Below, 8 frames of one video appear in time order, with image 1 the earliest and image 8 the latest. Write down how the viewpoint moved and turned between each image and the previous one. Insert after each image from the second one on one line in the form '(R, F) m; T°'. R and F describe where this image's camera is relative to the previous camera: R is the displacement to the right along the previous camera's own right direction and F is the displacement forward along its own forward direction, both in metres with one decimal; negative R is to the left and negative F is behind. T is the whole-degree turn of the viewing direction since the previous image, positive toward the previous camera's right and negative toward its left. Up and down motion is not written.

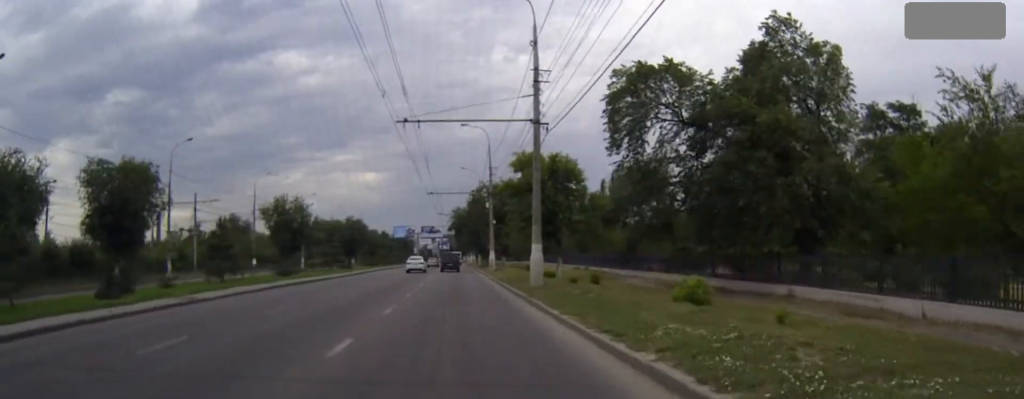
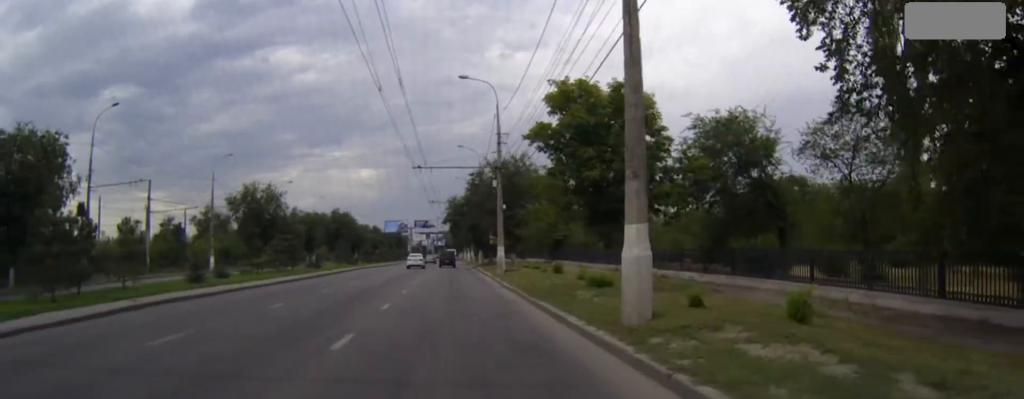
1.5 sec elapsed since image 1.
(0.0, +15.5) m; 0°
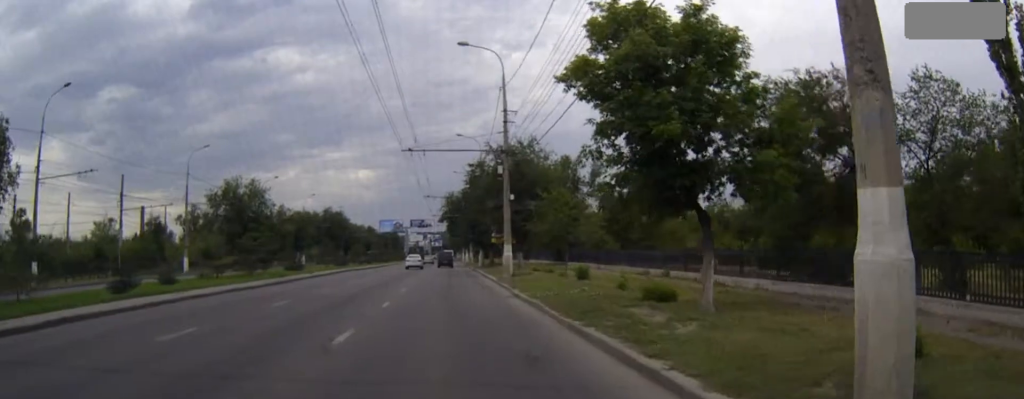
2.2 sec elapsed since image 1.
(0.0, +7.4) m; 0°
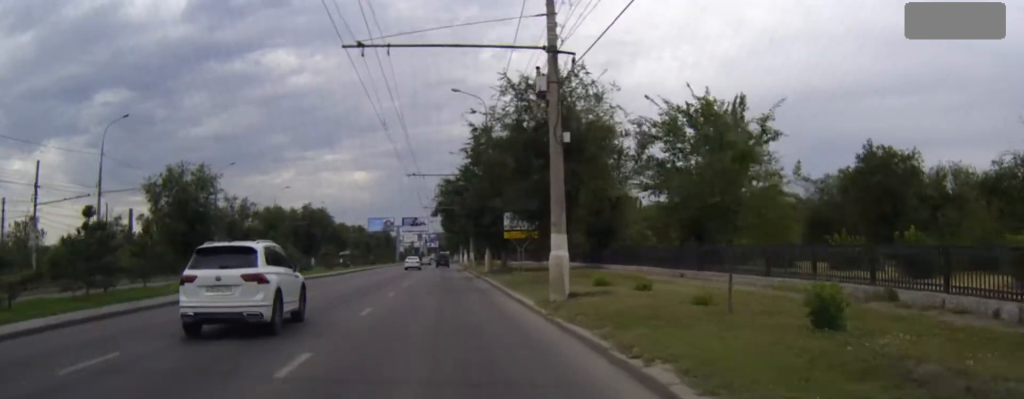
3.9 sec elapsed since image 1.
(-0.1, +18.8) m; 0°
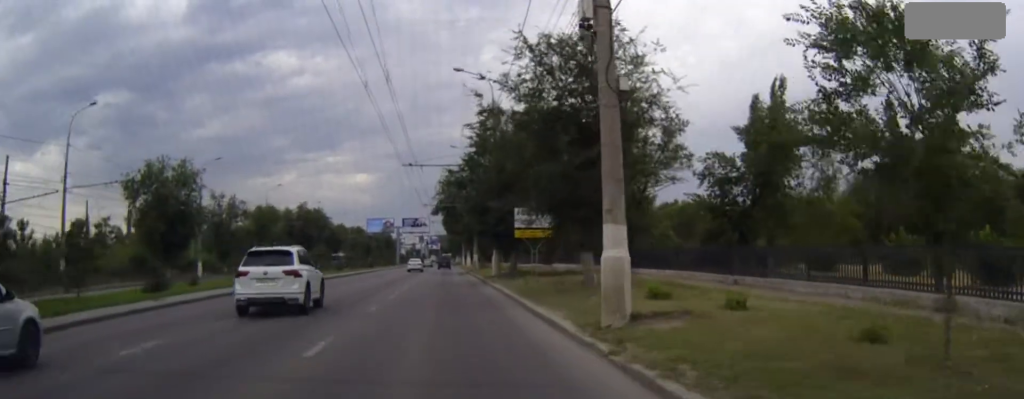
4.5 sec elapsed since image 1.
(0.0, +6.0) m; 0°
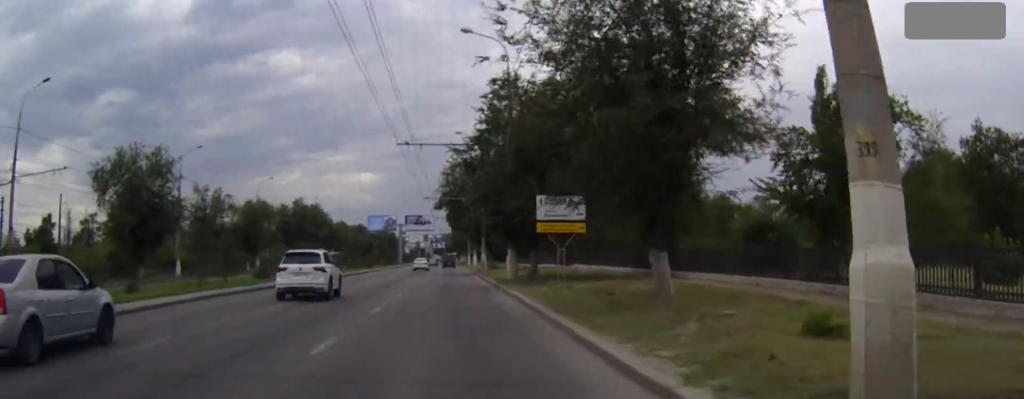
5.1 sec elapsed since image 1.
(0.0, +7.5) m; 0°
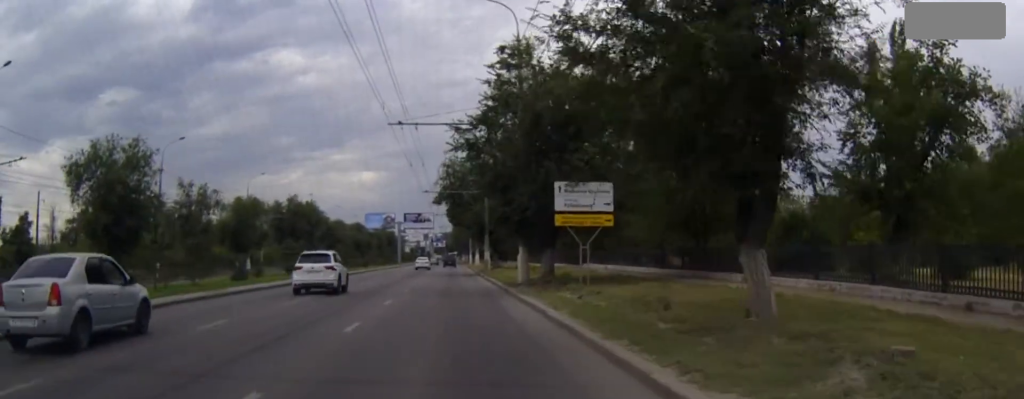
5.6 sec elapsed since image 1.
(0.0, +5.1) m; 0°
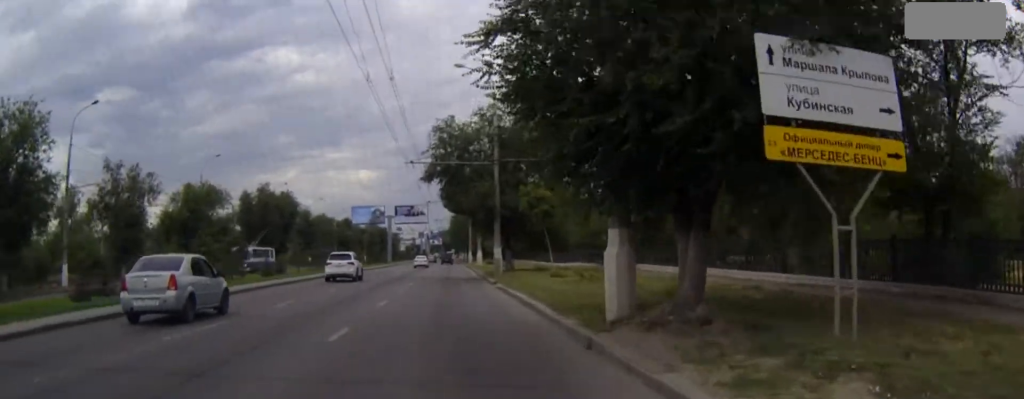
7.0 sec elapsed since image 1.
(0.0, +17.0) m; 0°
